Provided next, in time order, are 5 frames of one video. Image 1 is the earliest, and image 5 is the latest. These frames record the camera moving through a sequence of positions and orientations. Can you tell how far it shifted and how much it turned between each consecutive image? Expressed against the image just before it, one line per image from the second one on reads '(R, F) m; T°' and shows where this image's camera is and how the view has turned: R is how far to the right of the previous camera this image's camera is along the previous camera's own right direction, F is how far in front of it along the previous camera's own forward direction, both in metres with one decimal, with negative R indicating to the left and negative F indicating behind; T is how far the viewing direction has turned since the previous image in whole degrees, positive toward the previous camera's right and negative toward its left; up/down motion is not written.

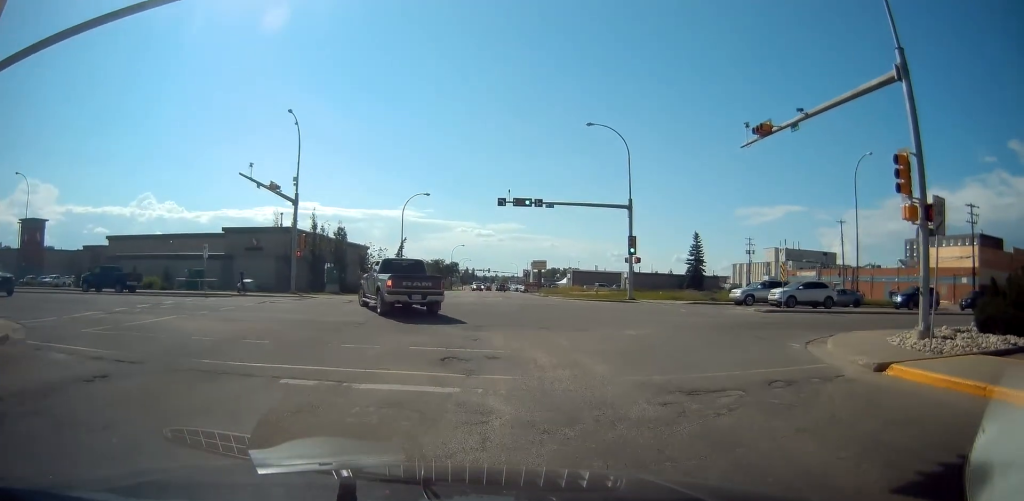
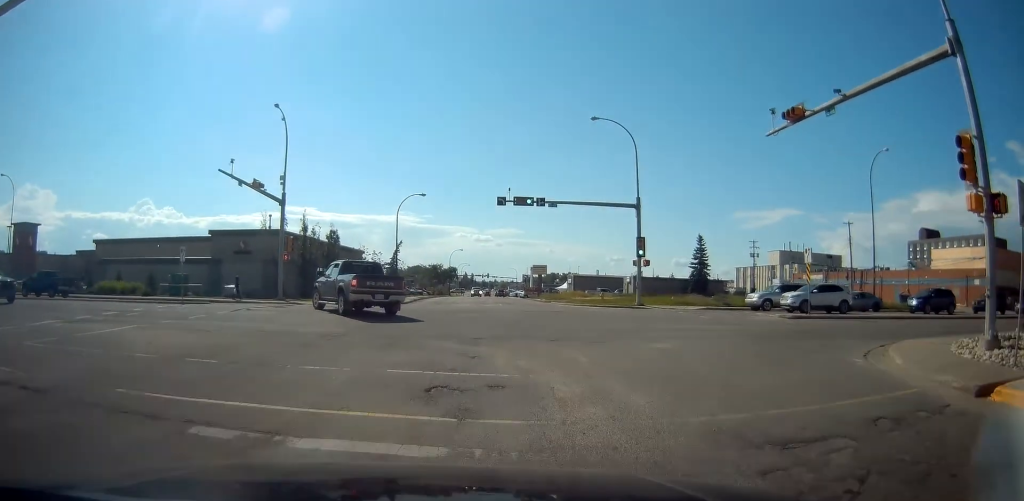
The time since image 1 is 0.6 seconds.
(0.0, +2.5) m; -3°
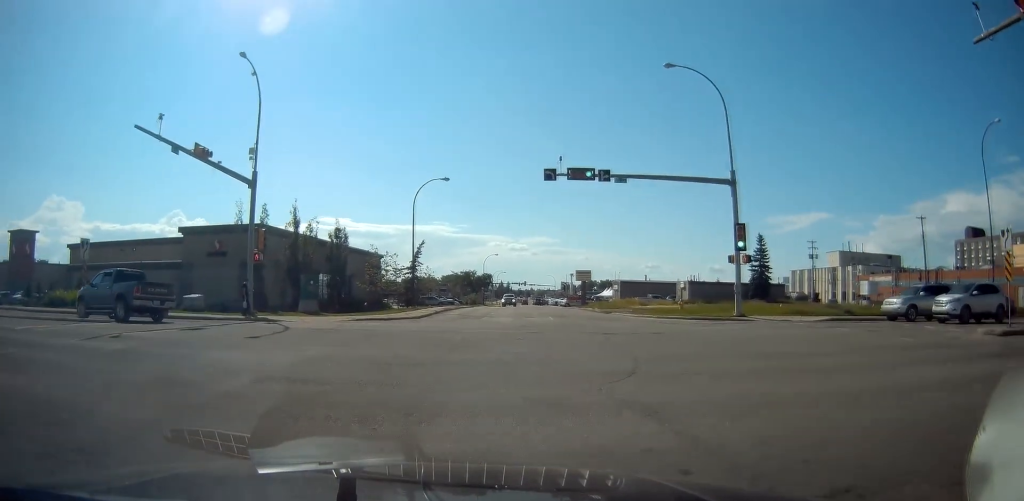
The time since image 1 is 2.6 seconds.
(-0.4, +10.5) m; -3°
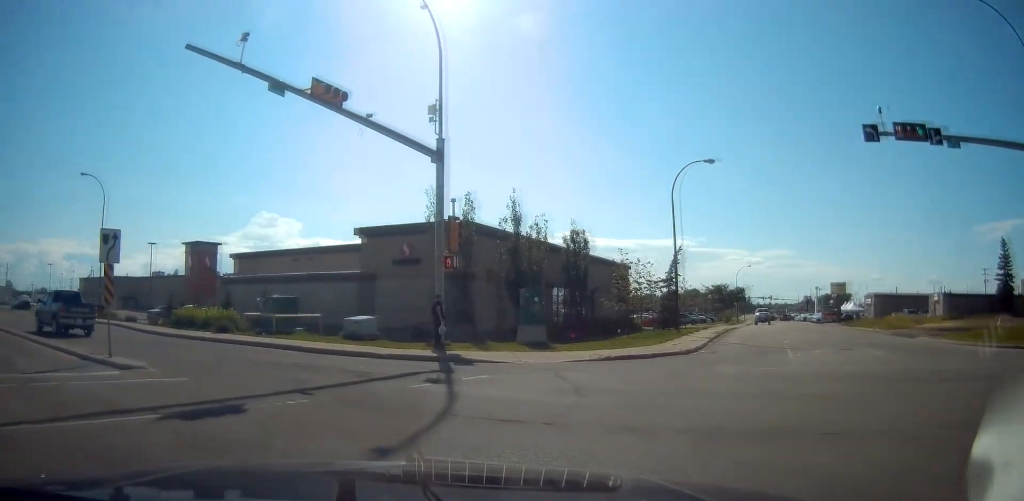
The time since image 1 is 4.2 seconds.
(-1.1, +10.2) m; -19°
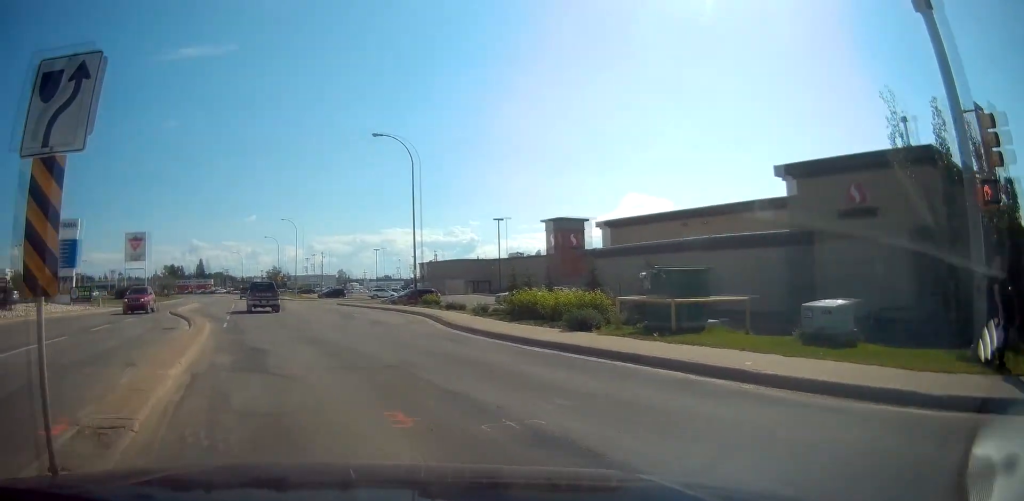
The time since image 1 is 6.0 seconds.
(-3.2, +9.6) m; -39°
